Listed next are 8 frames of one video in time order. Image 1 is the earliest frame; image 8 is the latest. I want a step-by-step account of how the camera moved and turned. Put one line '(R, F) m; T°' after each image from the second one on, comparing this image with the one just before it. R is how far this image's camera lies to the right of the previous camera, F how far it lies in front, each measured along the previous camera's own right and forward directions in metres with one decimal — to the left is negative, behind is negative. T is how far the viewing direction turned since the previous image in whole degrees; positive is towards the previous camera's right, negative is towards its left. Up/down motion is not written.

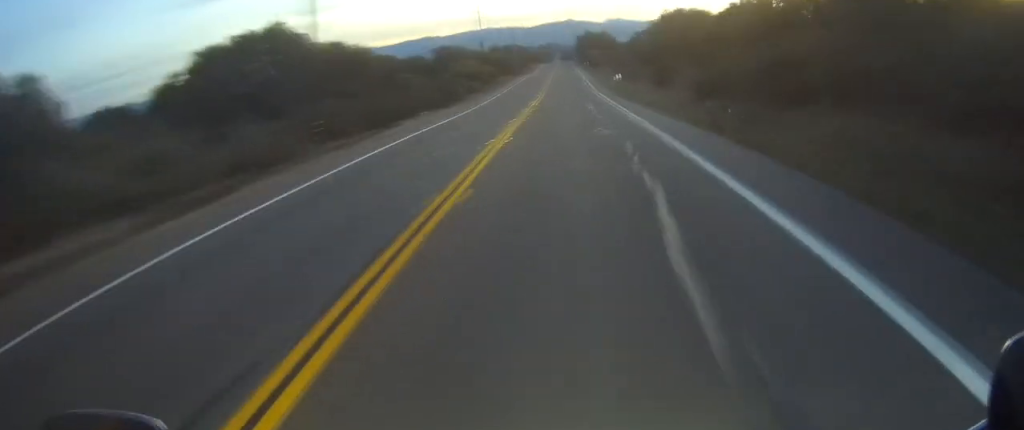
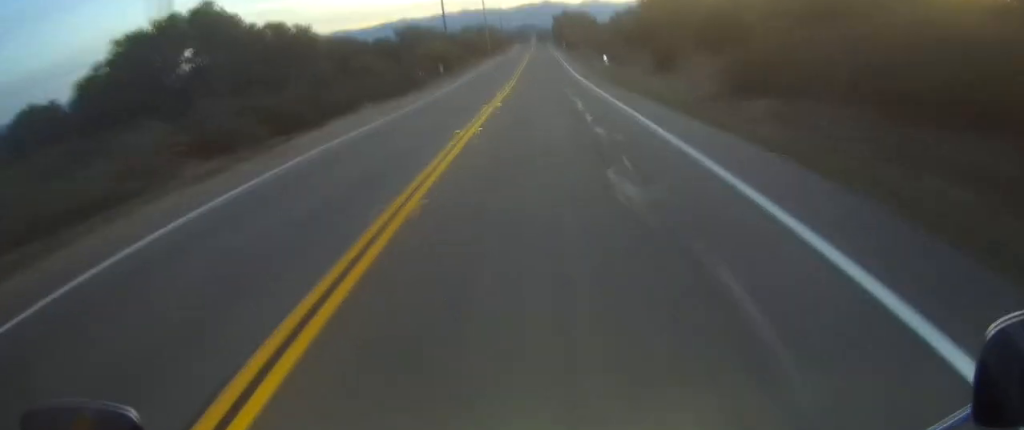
(-0.2, +8.8) m; 0°
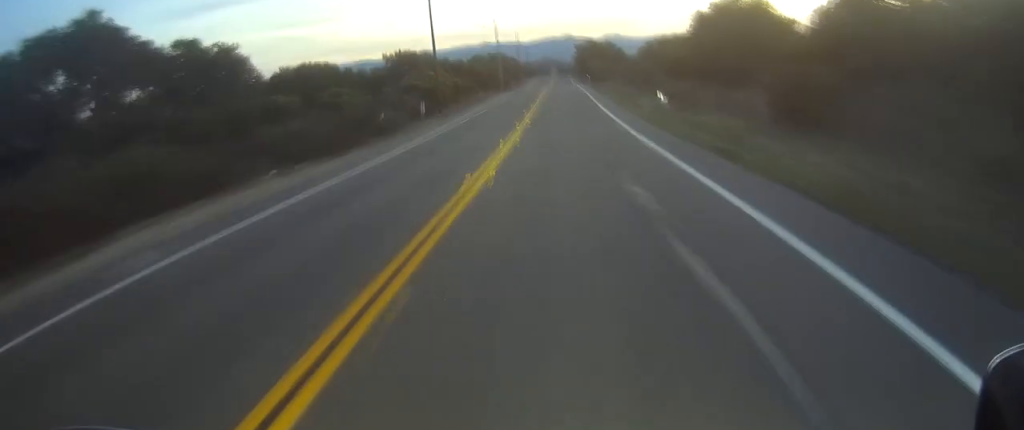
(+0.4, +16.4) m; +3°
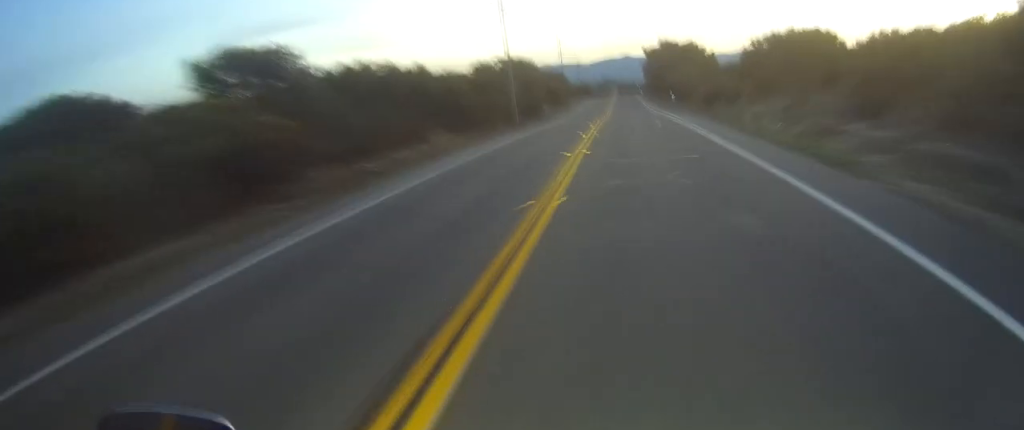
(+1.6, +49.5) m; +2°
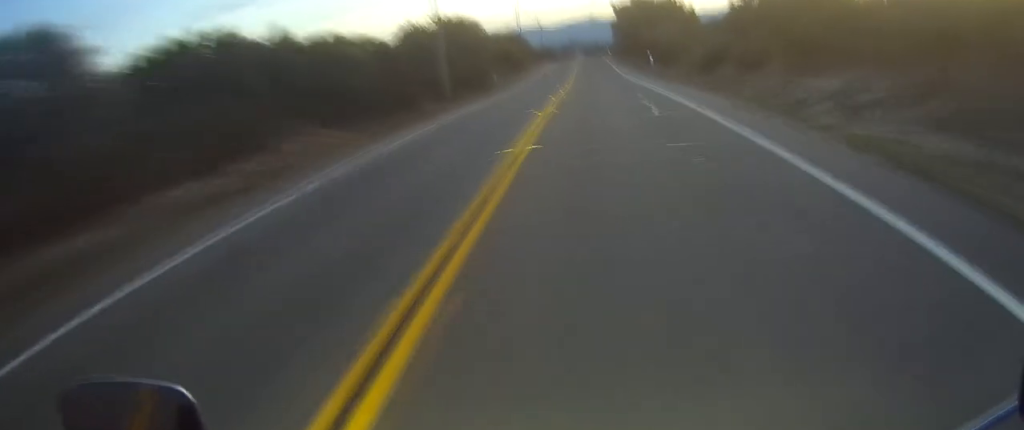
(0.0, +14.2) m; 0°
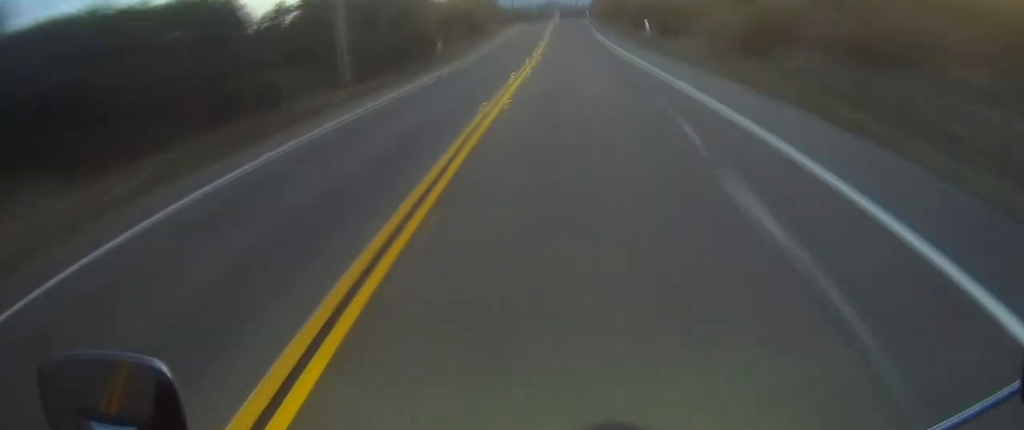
(+0.1, +14.9) m; +1°
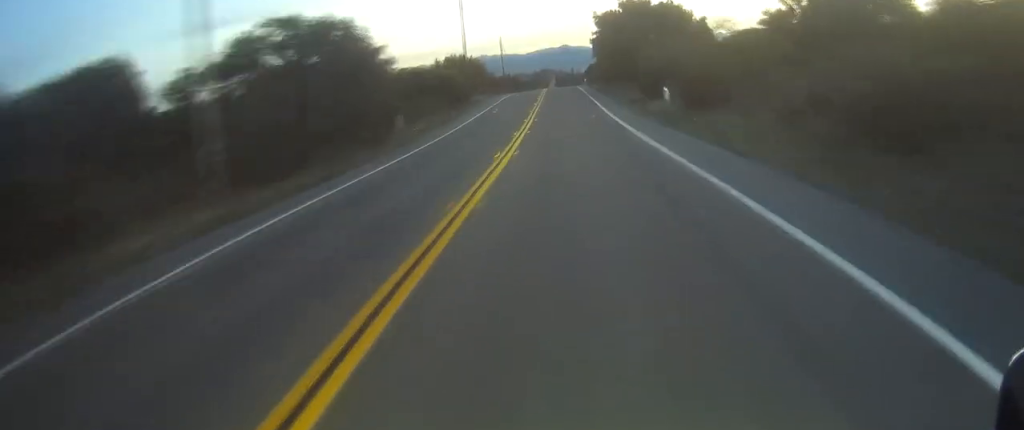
(+0.1, +10.9) m; 0°
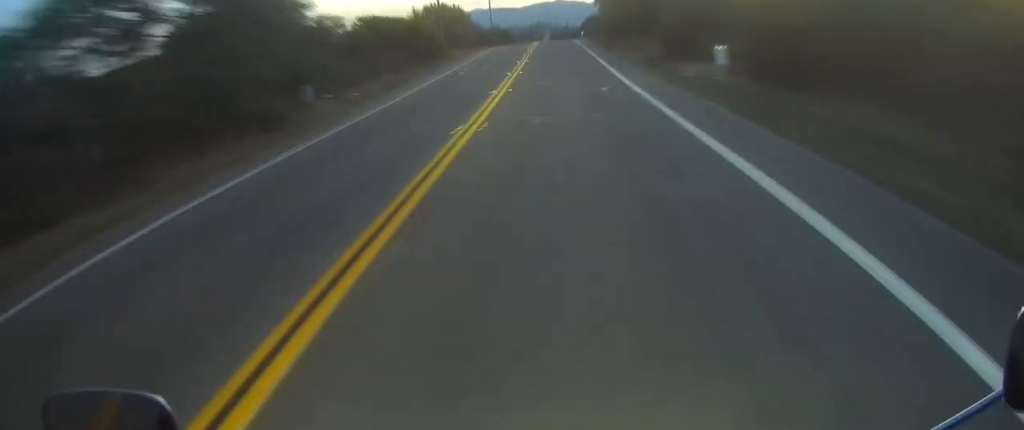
(+0.2, +13.5) m; -1°
